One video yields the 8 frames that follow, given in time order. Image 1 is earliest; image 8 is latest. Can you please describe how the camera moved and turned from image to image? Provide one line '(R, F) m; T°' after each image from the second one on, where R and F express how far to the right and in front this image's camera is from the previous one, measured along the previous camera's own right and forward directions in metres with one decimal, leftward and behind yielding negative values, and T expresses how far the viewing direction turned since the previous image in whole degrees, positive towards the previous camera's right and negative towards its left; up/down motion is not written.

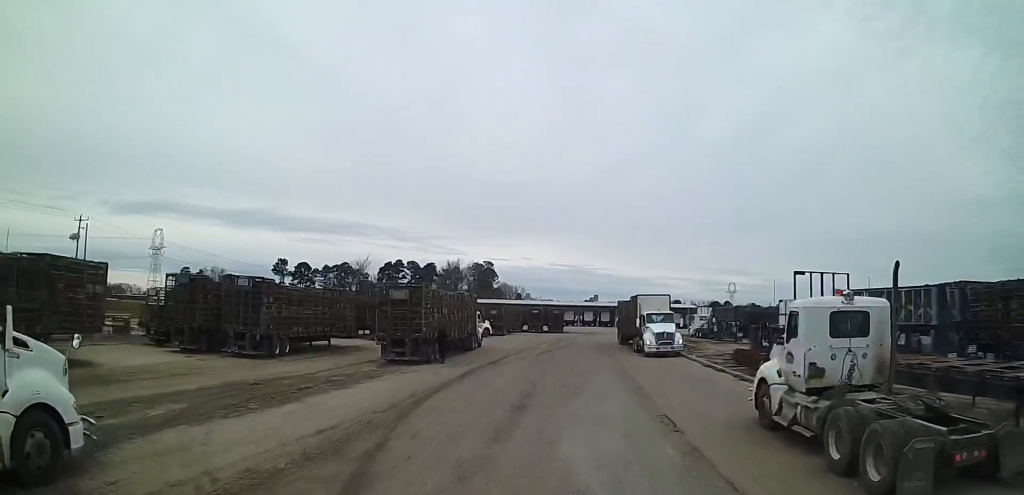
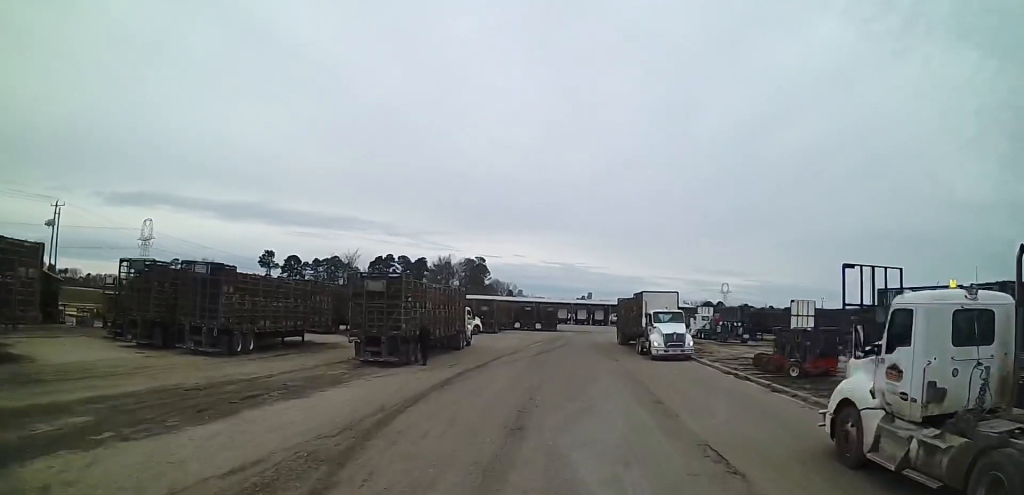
(0.0, +3.8) m; 0°
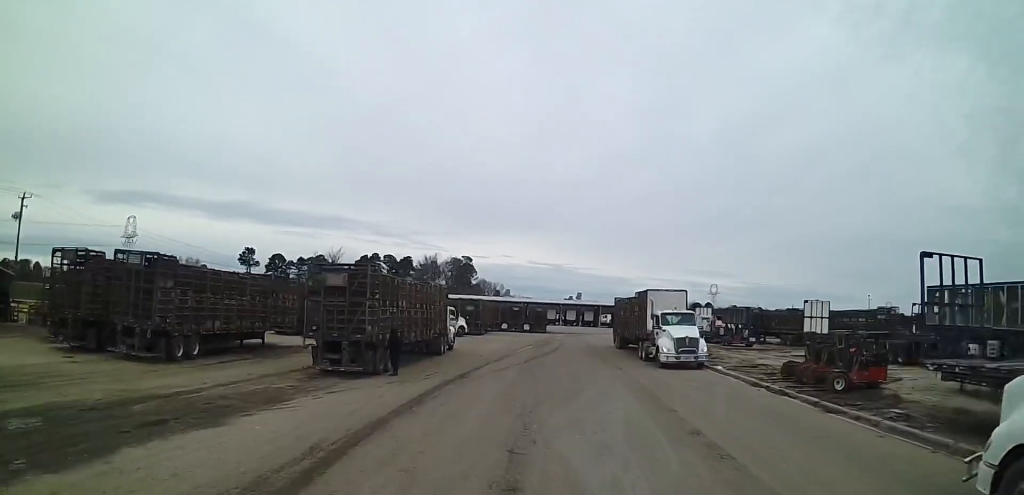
(0.0, +4.4) m; +4°
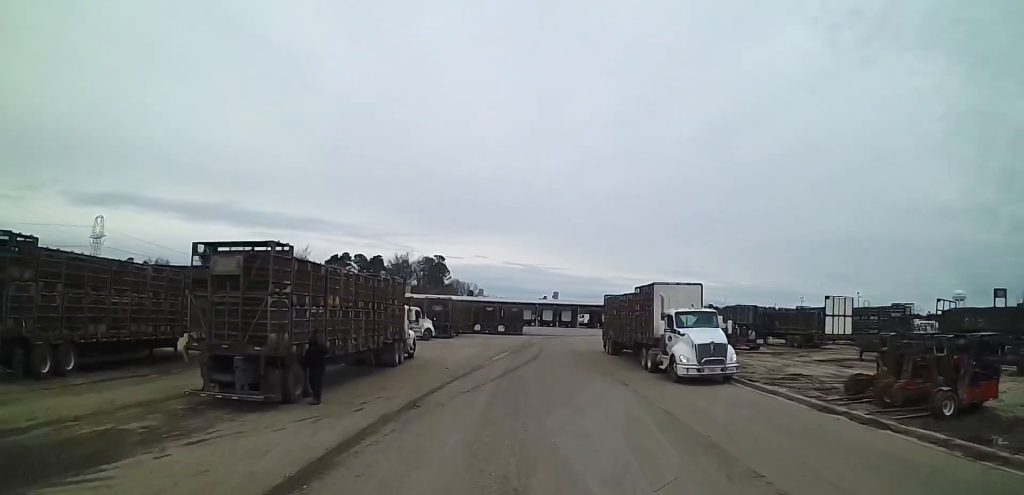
(+0.5, +6.7) m; +2°
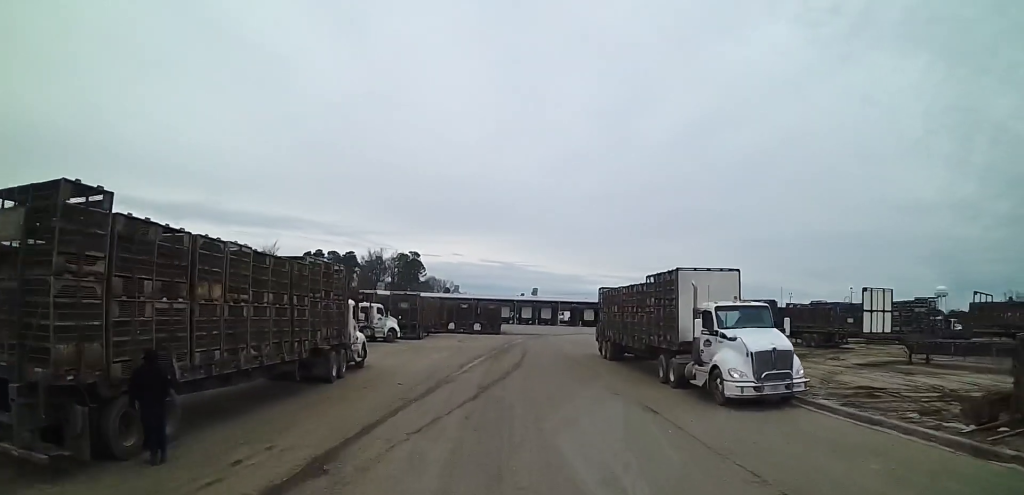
(-0.3, +6.8) m; -5°
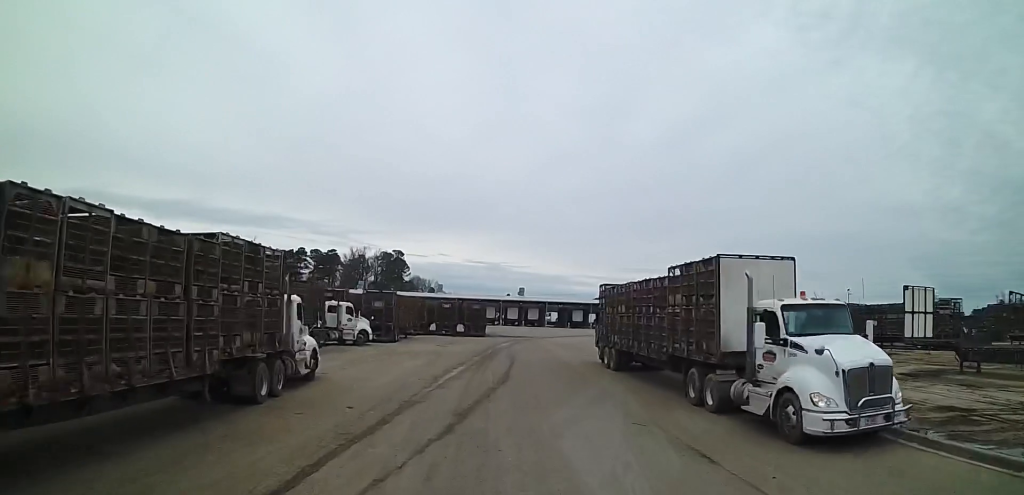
(-0.1, +5.4) m; +1°
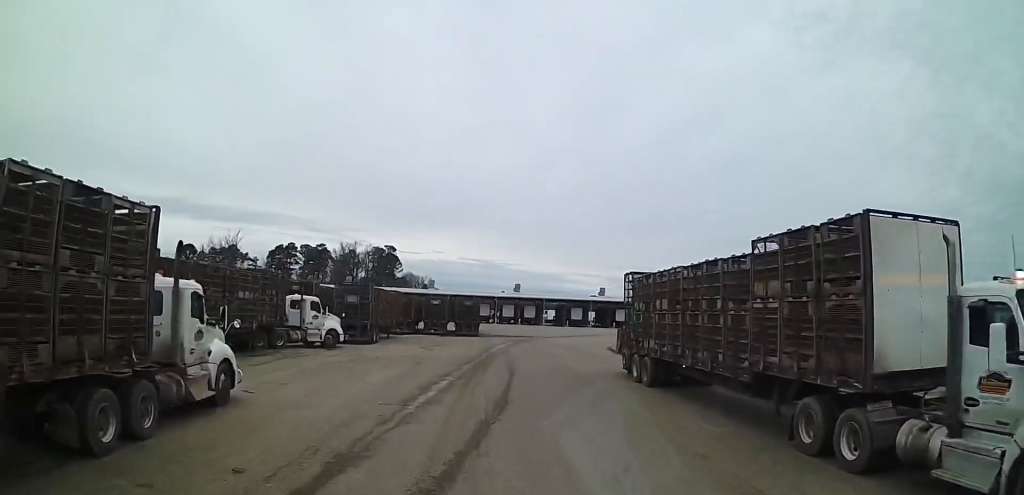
(+0.3, +6.7) m; +1°
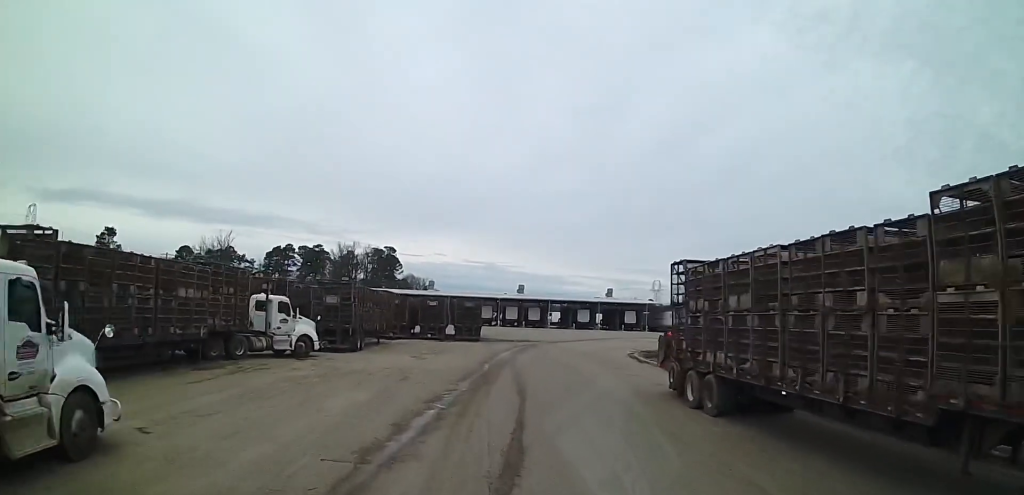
(-0.2, +6.1) m; 0°
